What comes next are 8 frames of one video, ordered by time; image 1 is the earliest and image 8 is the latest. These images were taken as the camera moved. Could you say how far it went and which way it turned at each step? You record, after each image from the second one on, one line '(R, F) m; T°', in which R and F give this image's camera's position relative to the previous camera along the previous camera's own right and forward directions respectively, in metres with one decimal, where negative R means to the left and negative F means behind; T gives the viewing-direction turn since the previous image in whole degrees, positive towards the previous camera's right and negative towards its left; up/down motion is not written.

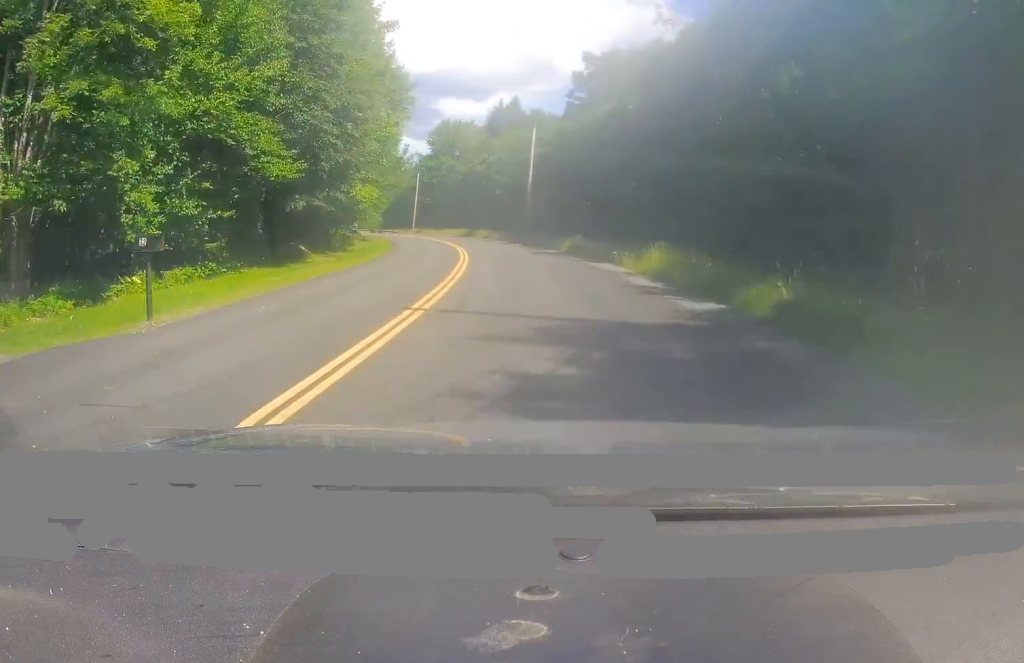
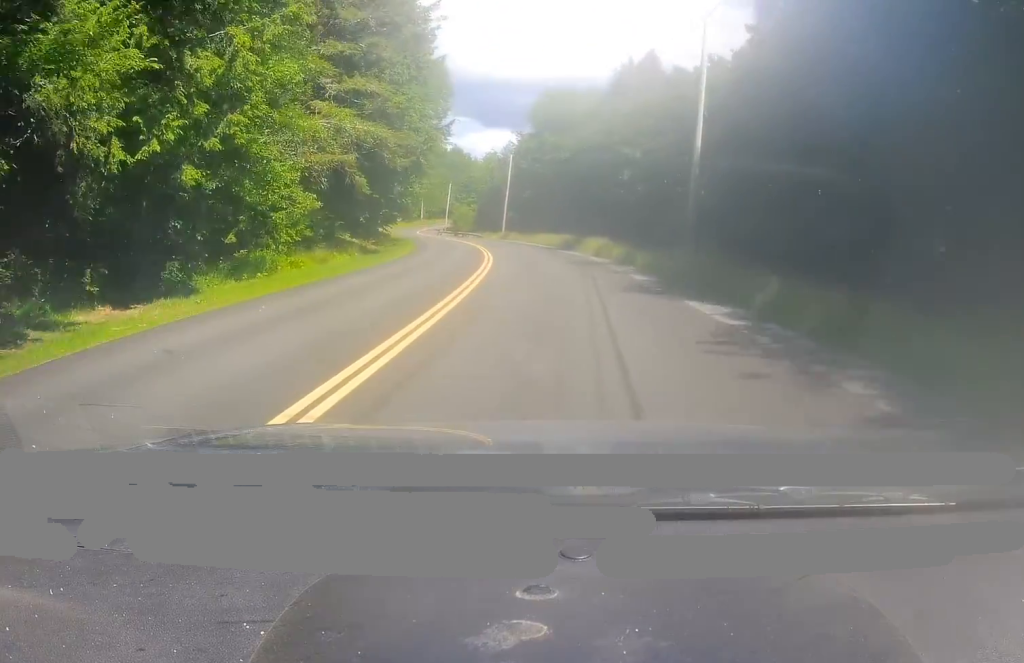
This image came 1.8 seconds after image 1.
(-1.3, +37.8) m; -8°
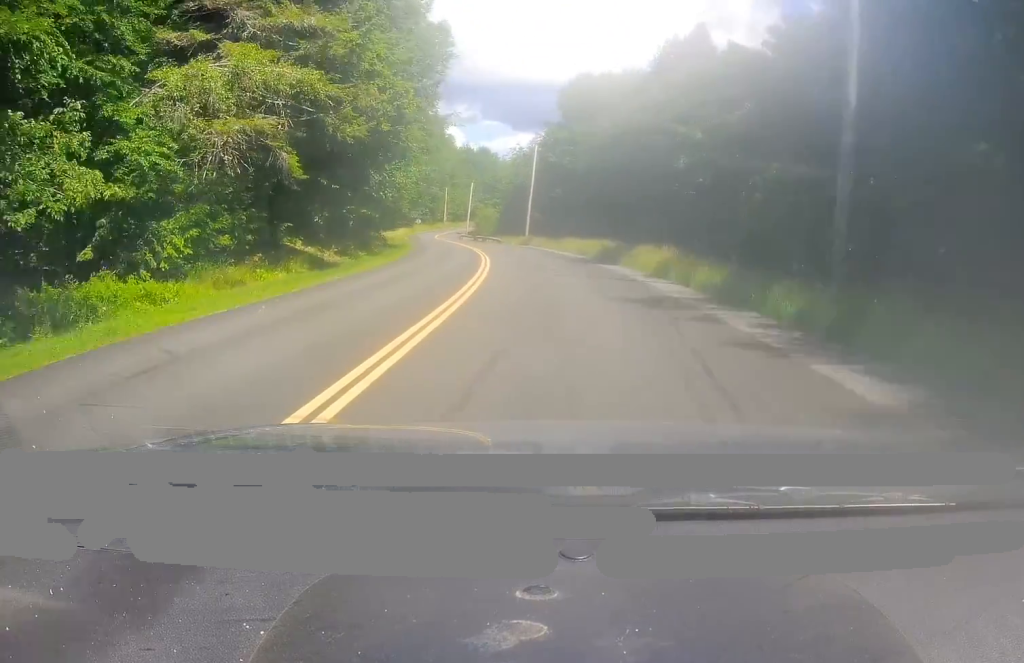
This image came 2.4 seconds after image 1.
(-1.1, +13.2) m; -5°
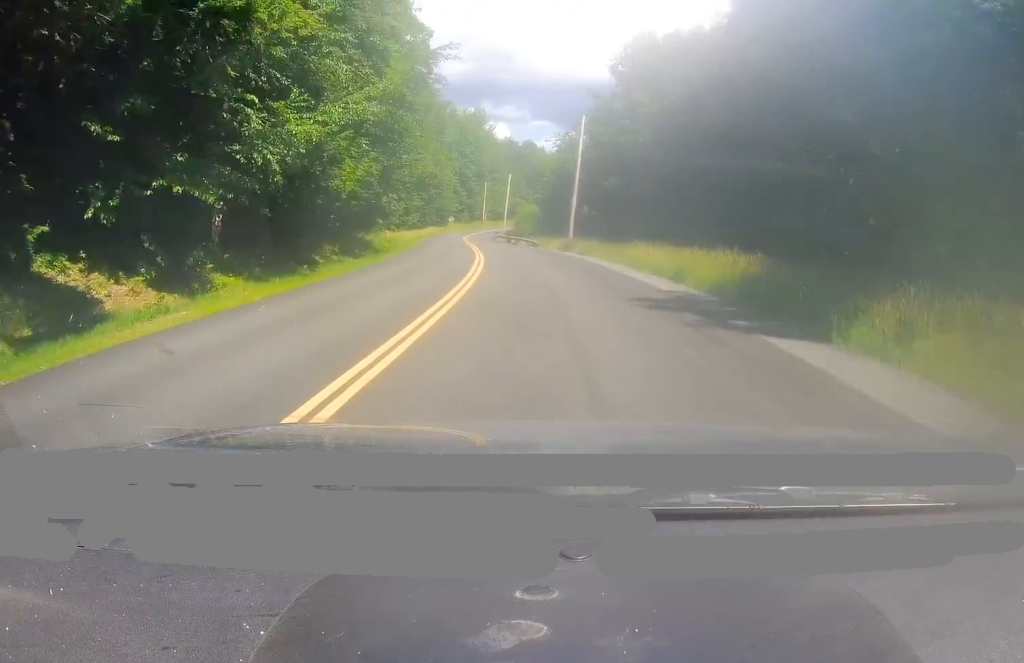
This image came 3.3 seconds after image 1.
(-1.1, +19.1) m; -4°
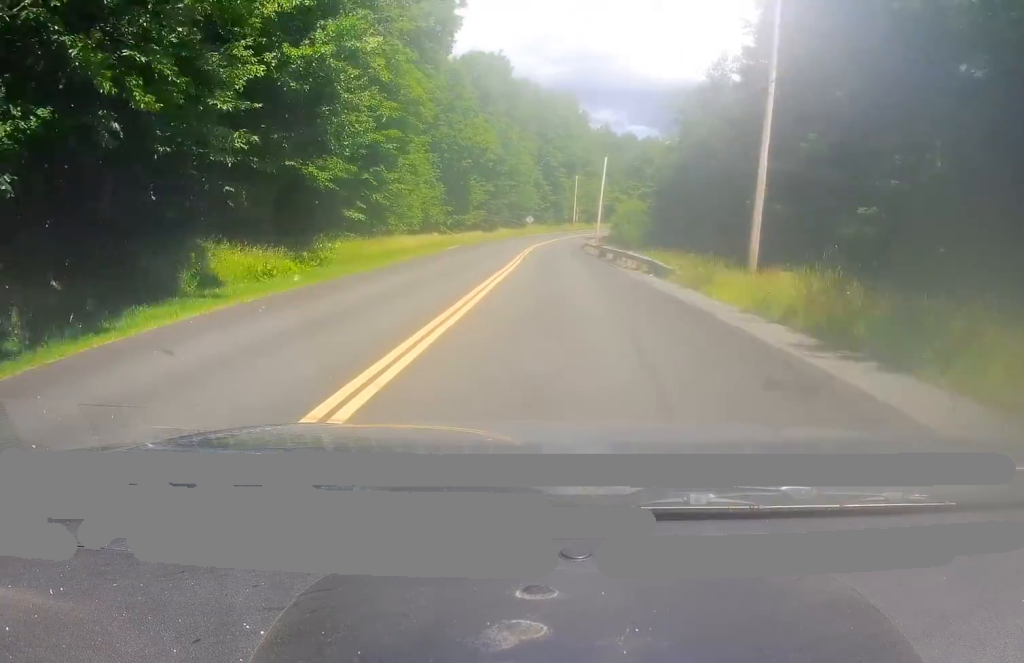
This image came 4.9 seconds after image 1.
(-1.0, +33.7) m; -6°
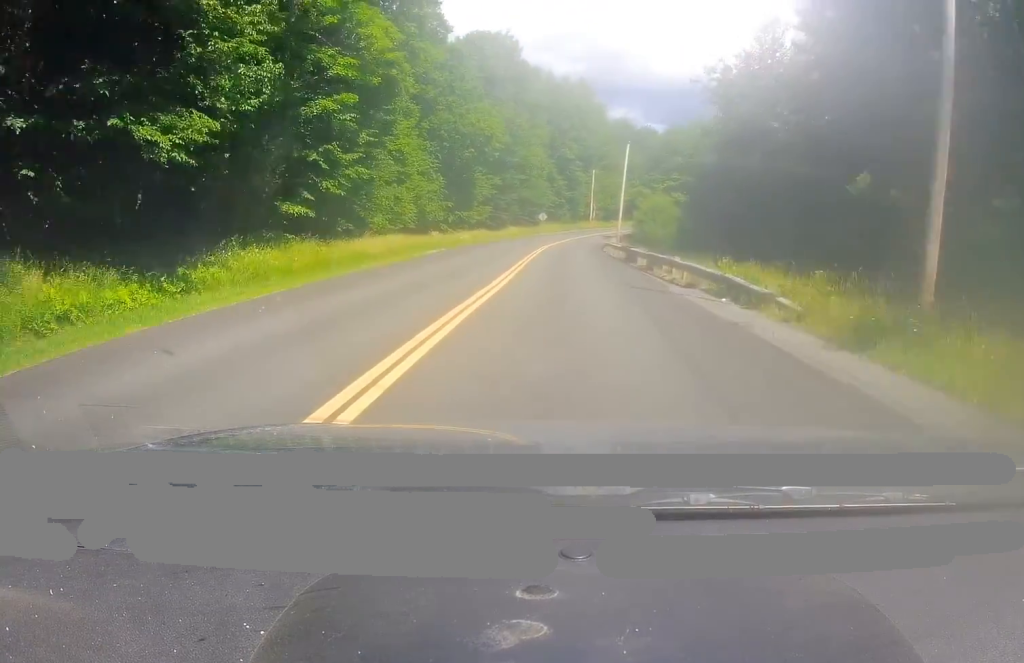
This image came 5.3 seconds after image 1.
(-0.6, +10.4) m; -1°
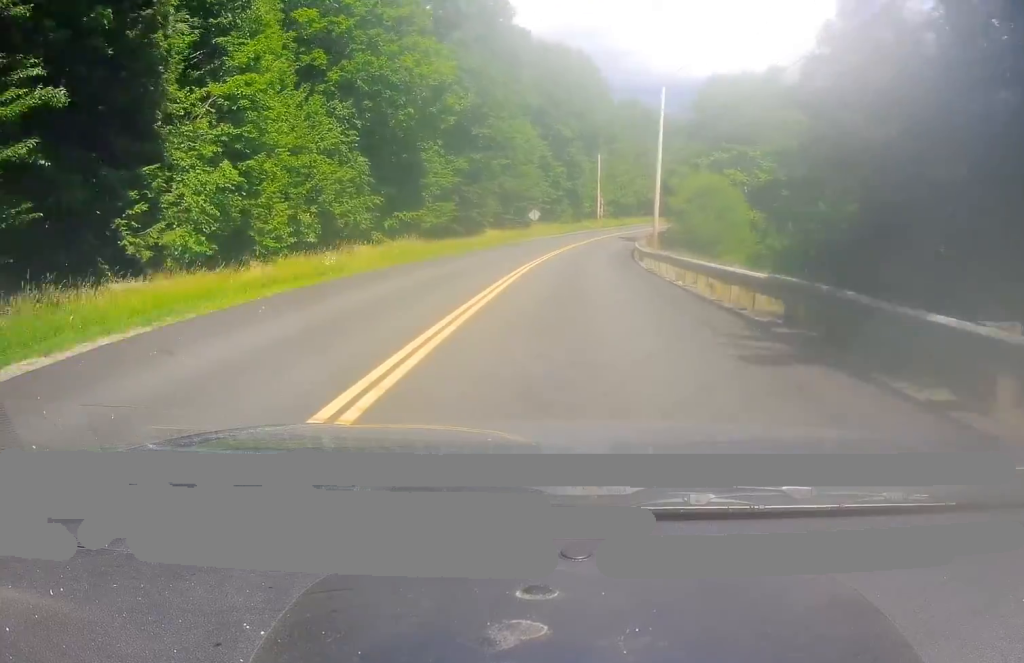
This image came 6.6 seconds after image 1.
(-0.5, +29.0) m; -1°
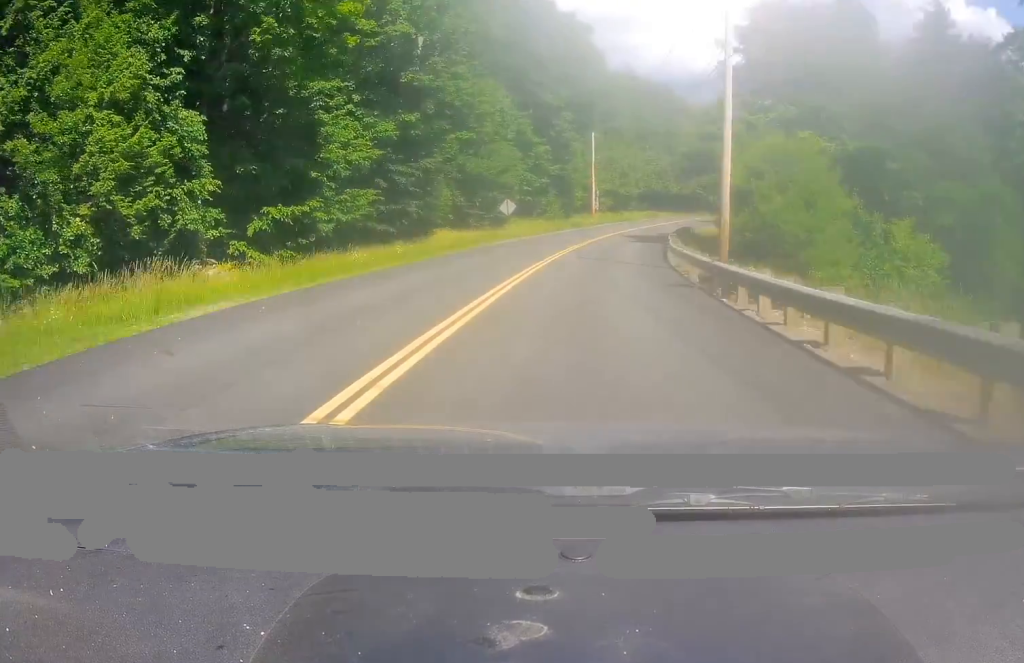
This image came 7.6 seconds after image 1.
(-0.2, +21.5) m; 0°
